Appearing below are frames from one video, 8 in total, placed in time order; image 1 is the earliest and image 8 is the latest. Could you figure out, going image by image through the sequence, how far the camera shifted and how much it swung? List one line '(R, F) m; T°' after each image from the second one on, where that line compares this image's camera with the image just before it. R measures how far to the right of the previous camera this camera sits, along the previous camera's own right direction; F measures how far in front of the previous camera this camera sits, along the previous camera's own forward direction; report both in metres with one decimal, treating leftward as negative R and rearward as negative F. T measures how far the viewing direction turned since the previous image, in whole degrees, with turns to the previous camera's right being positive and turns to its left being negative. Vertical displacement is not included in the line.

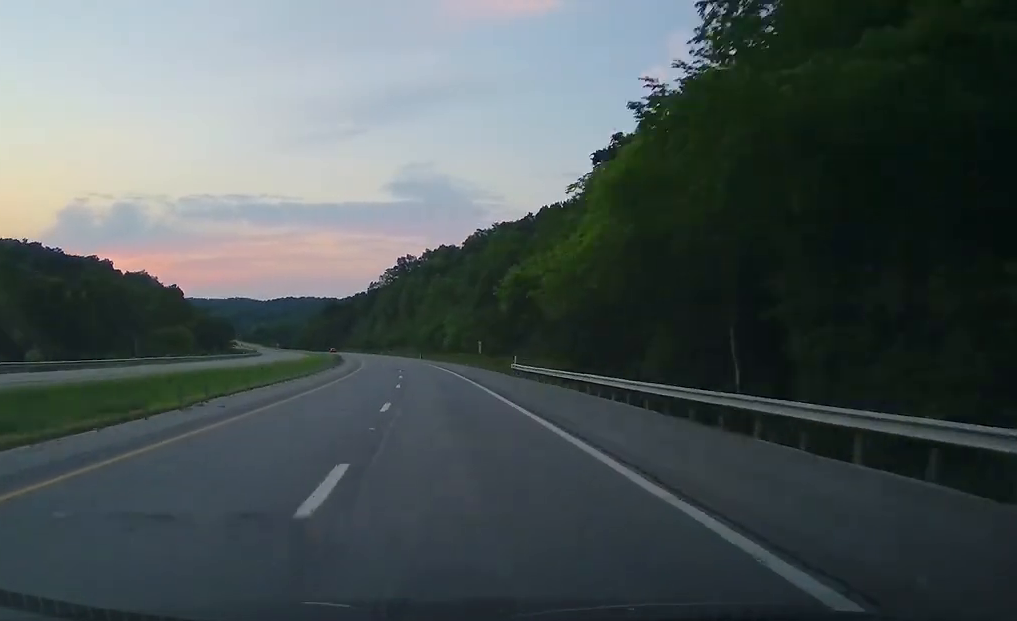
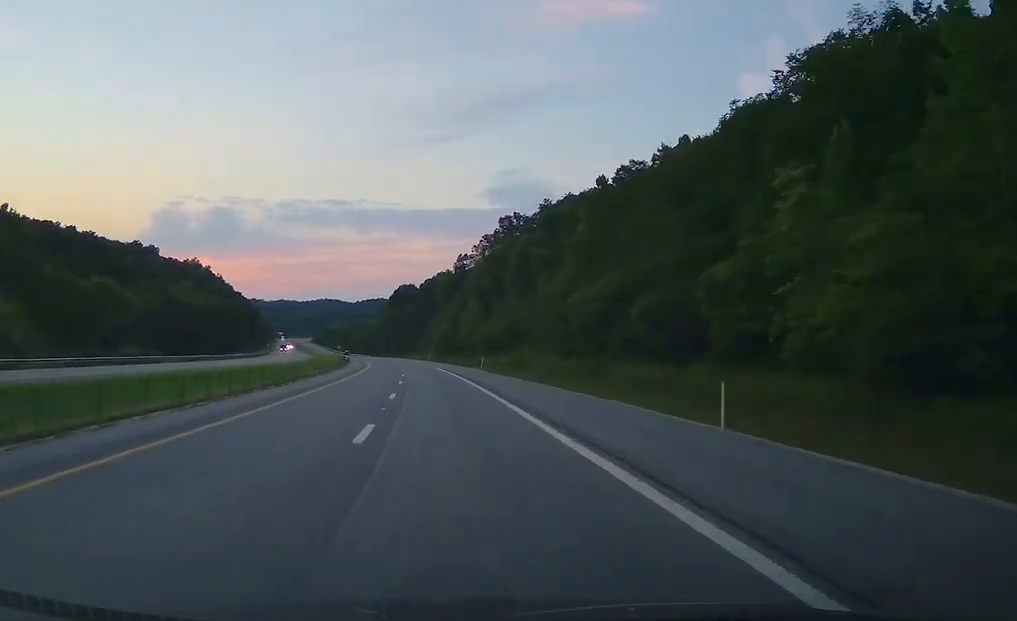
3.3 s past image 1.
(-6.5, +117.4) m; -7°
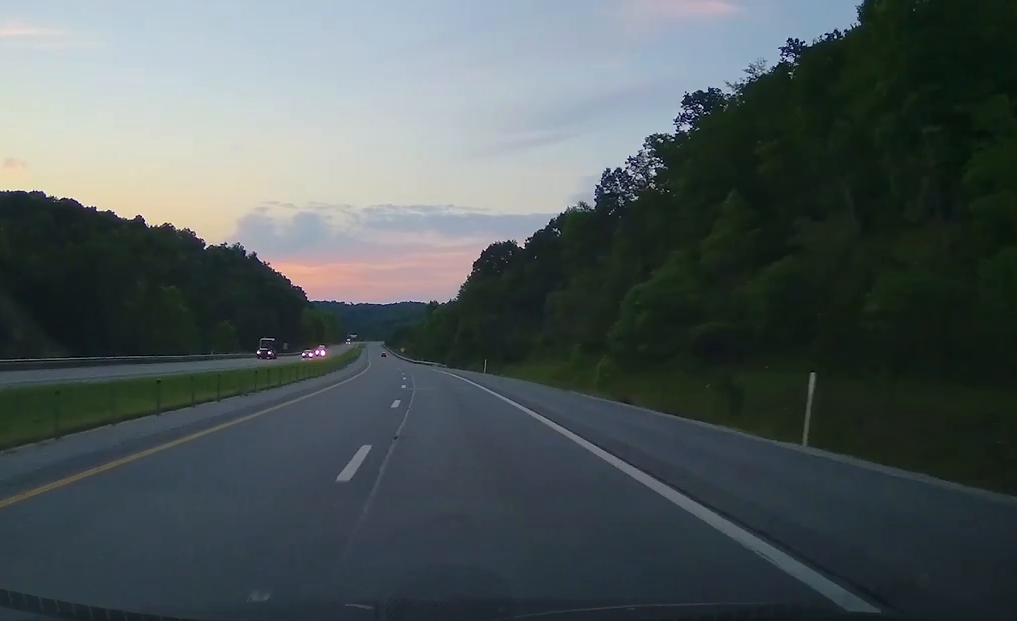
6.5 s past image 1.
(-7.0, +114.3) m; -6°
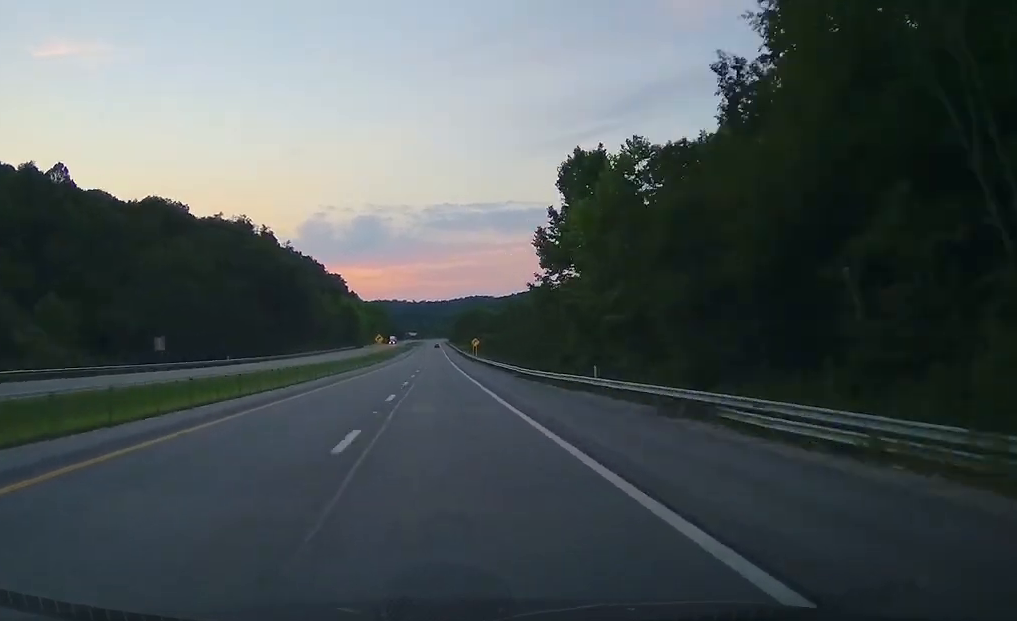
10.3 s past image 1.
(-6.9, +132.9) m; -3°
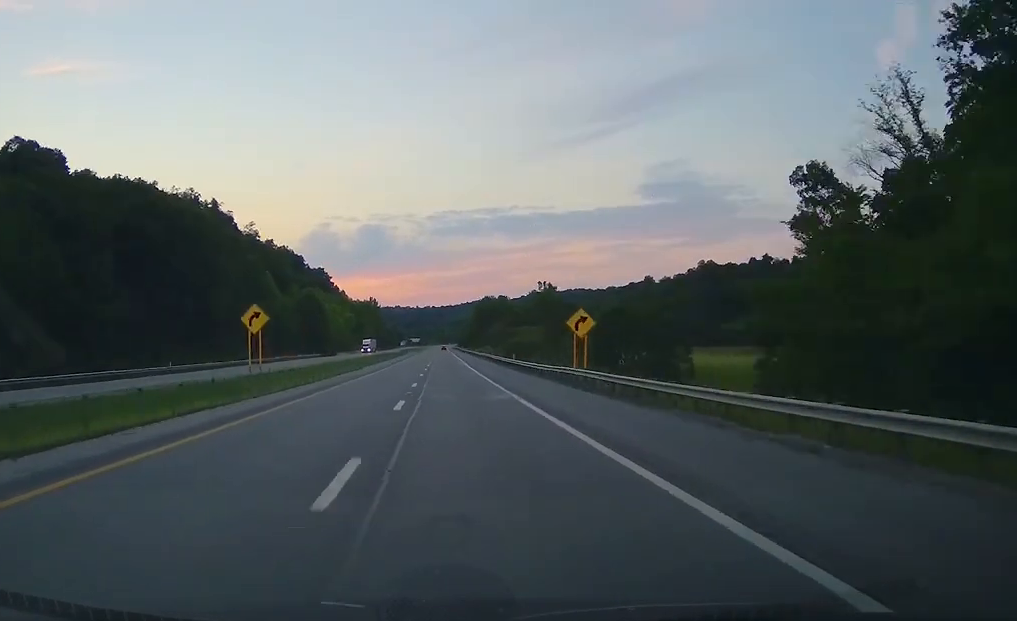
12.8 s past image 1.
(-0.9, +90.0) m; 0°
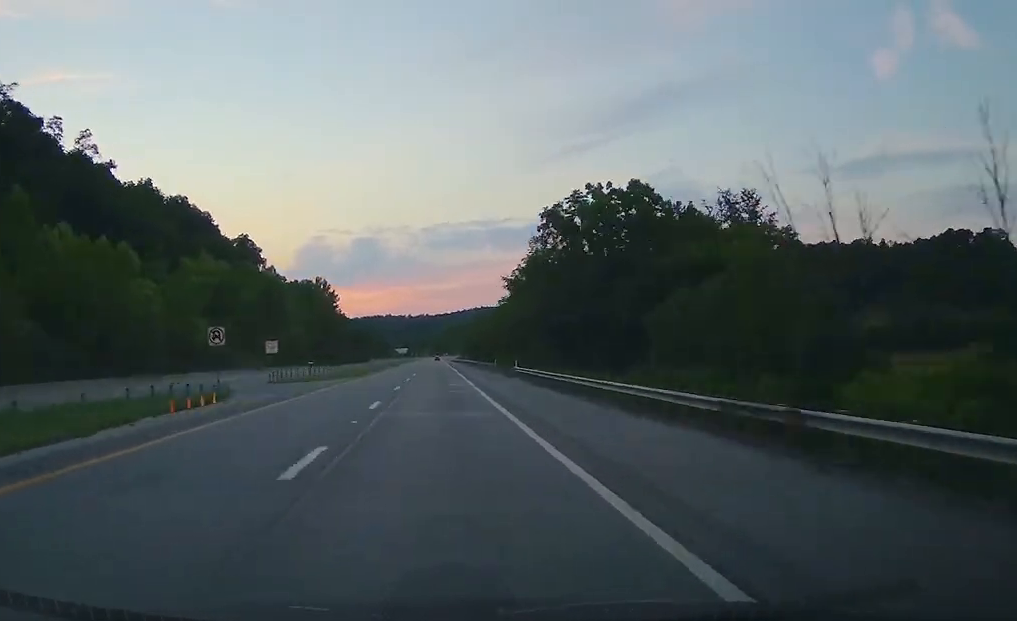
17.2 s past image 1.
(-0.2, +156.7) m; 0°
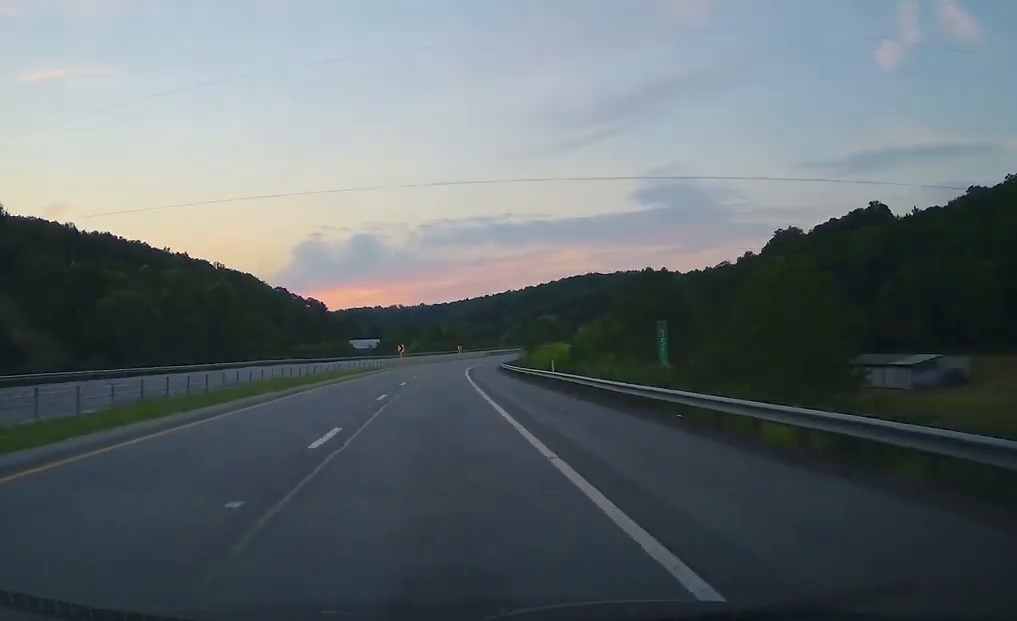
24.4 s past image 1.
(+1.8, +249.4) m; +5°
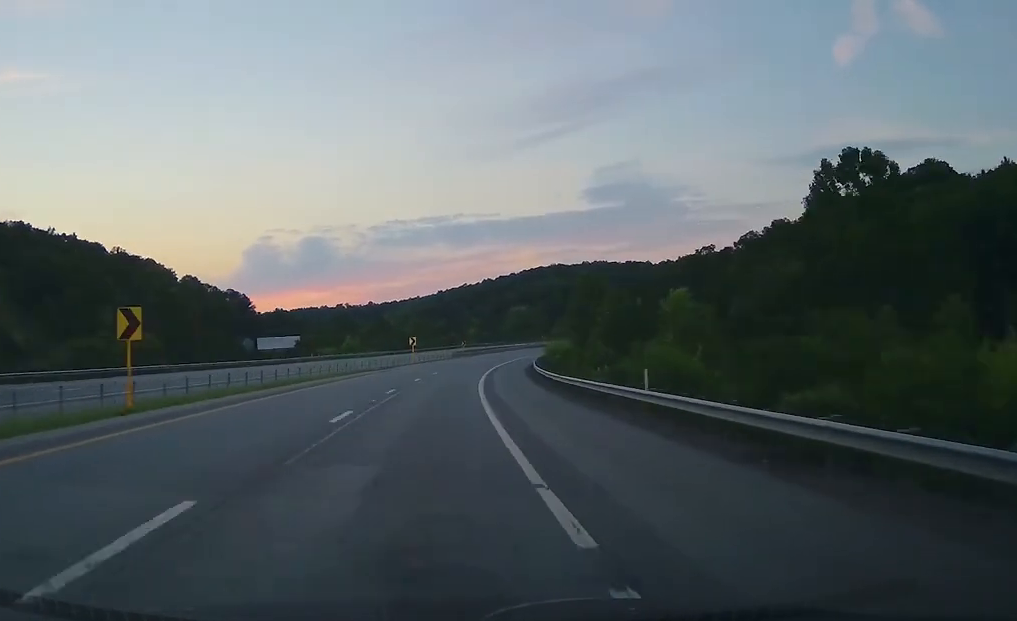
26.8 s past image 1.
(-4.2, +79.5) m; +6°
